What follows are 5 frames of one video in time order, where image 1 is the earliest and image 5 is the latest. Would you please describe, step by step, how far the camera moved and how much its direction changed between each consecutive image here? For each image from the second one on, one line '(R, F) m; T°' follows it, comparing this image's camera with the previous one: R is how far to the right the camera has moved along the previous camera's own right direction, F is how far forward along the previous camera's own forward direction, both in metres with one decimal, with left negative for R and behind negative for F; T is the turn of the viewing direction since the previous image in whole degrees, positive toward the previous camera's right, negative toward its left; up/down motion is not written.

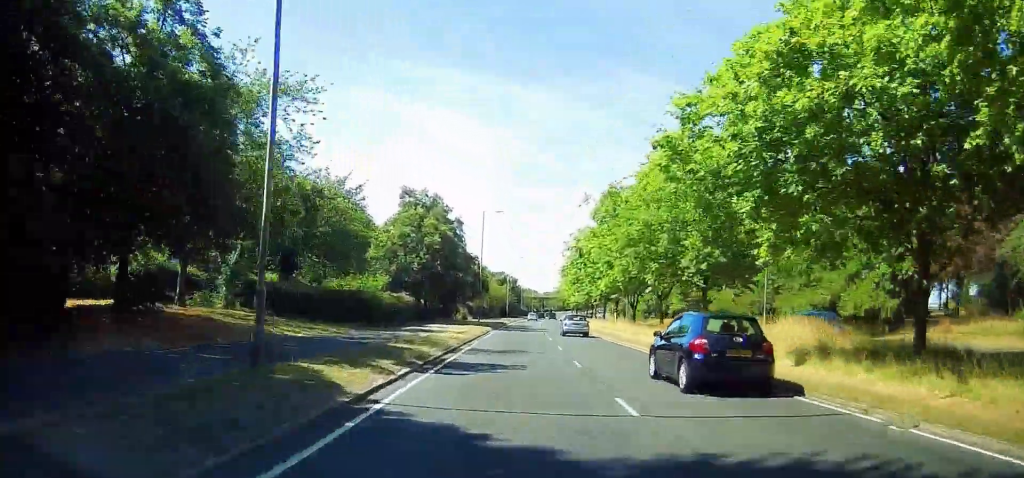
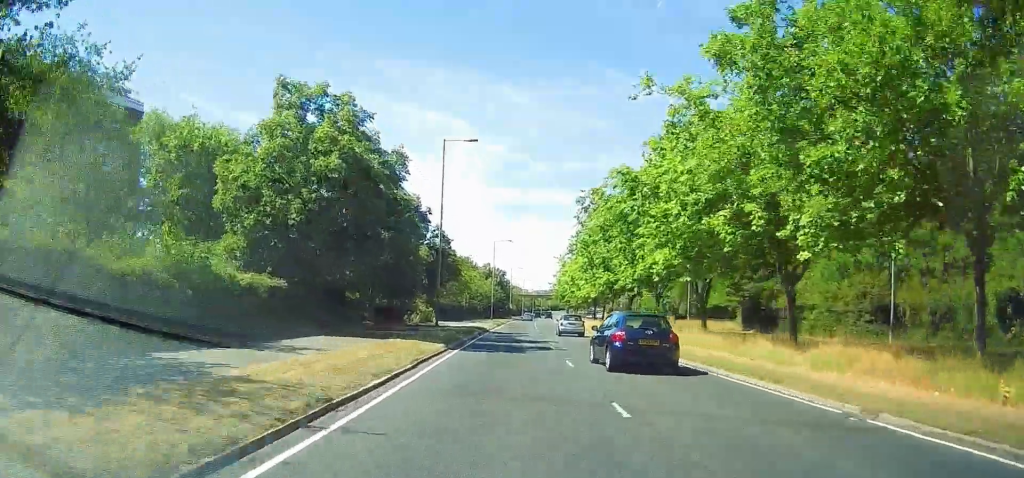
(+0.1, +25.0) m; 0°
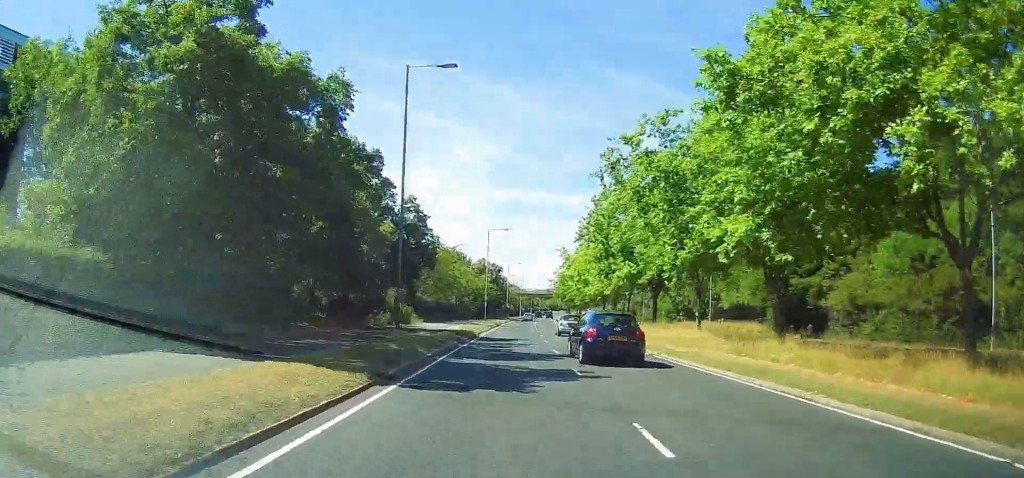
(0.0, +11.0) m; 0°
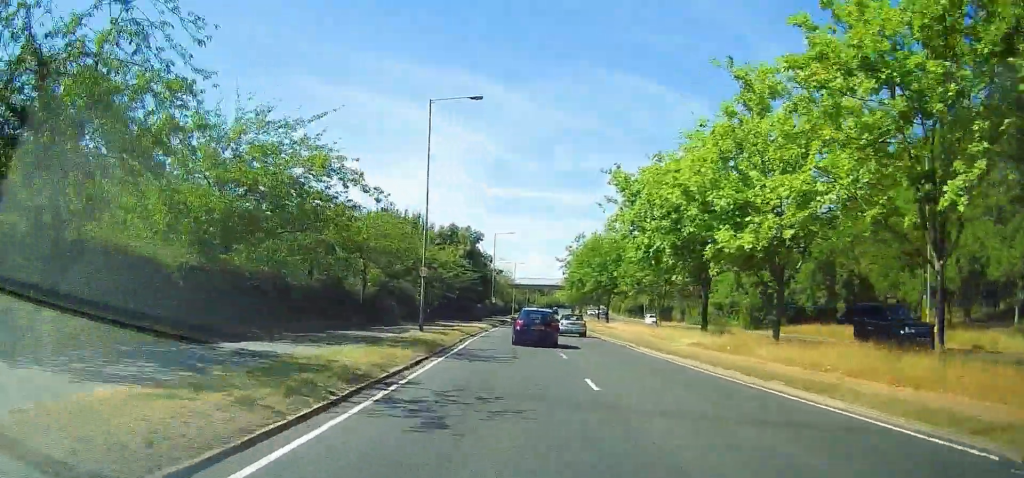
(+0.6, +44.3) m; +2°
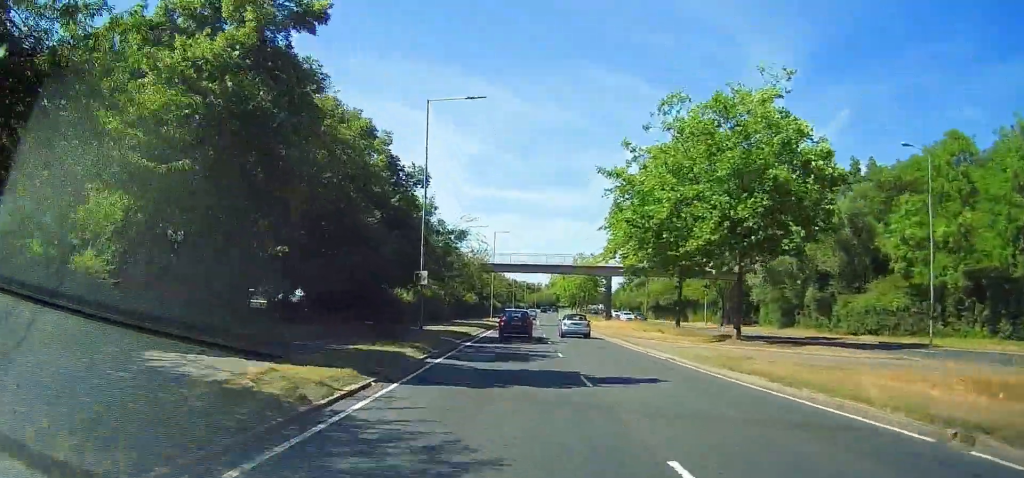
(+0.3, +49.3) m; 0°
